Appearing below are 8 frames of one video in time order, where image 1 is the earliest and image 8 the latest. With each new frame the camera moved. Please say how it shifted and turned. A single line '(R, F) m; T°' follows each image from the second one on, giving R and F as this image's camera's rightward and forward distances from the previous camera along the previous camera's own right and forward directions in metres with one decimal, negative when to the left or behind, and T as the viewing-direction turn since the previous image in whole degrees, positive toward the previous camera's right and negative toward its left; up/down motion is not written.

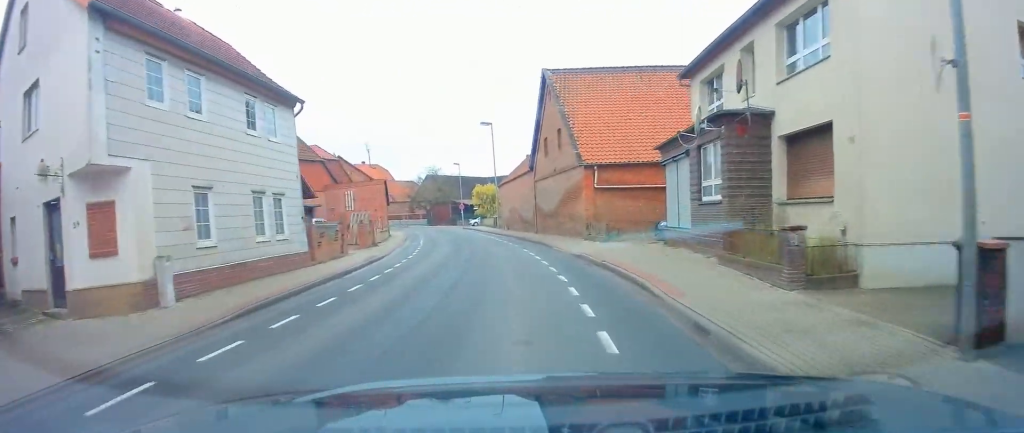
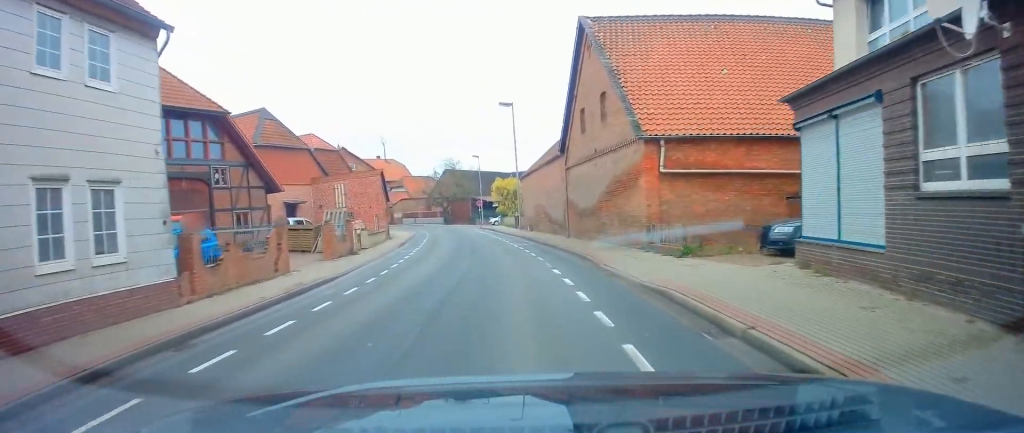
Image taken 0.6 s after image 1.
(0.0, +8.7) m; -1°
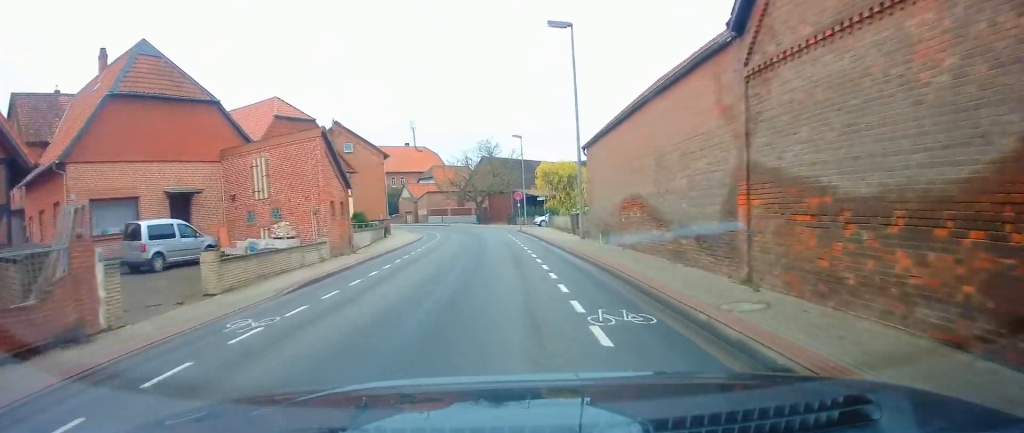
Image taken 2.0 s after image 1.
(-0.7, +18.9) m; -5°
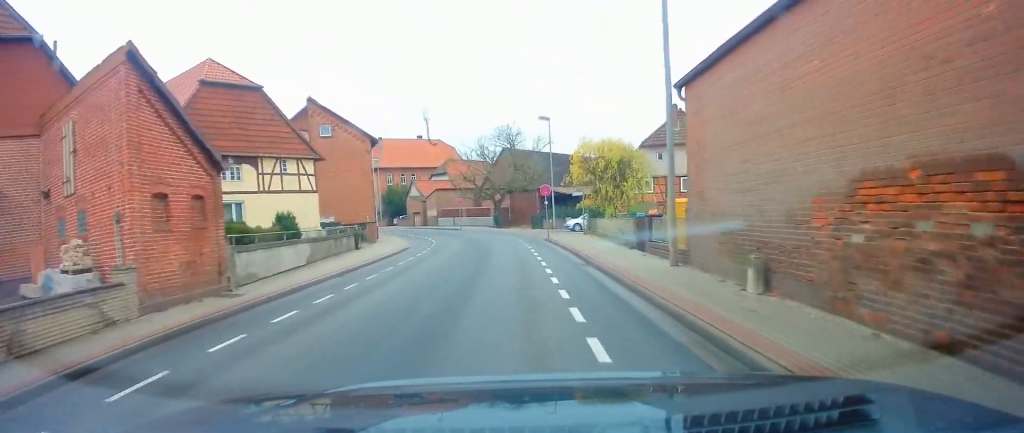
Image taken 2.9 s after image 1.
(-0.4, +12.6) m; -3°
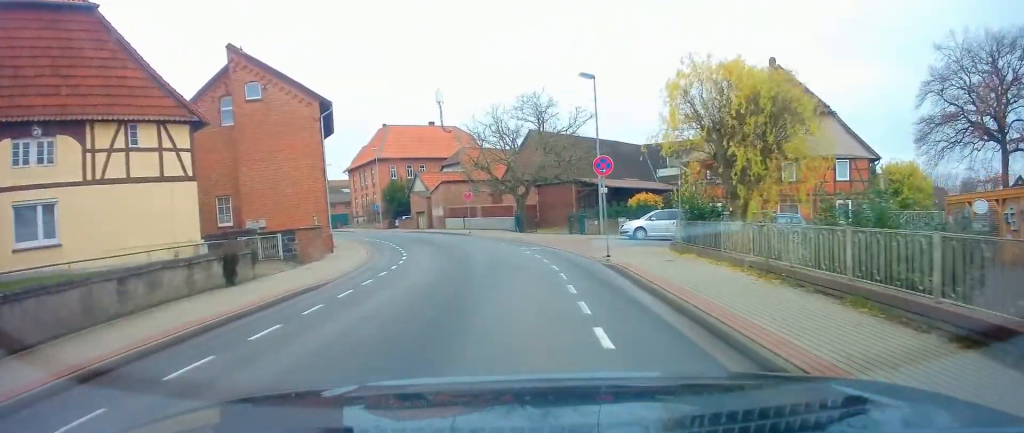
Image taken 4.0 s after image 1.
(-0.4, +15.5) m; -3°
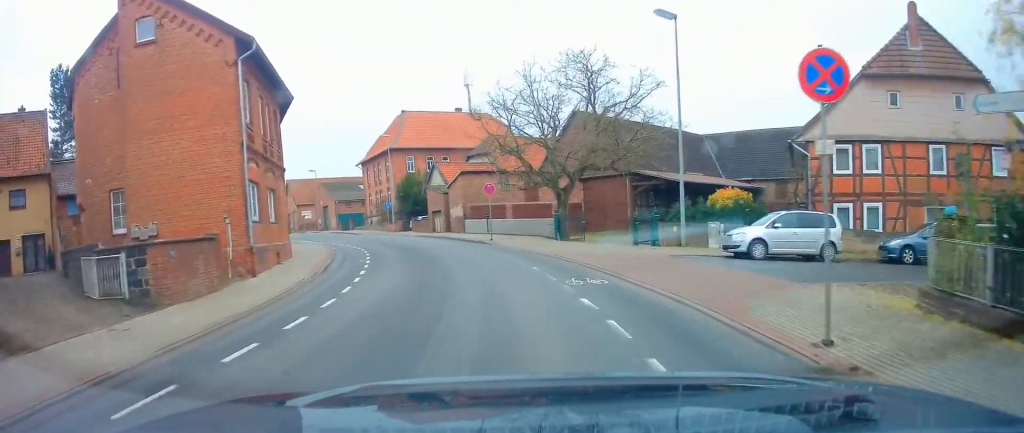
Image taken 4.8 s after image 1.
(0.0, +11.4) m; -5°
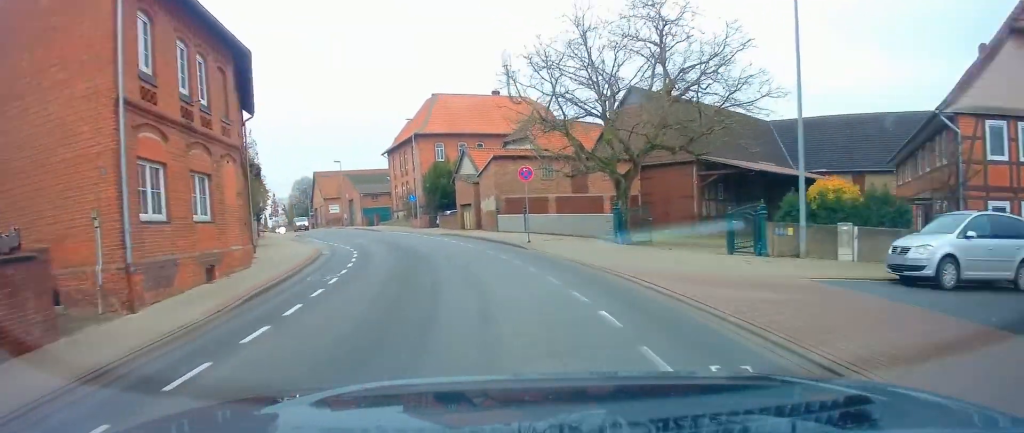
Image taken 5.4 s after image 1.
(-0.6, +7.5) m; -4°
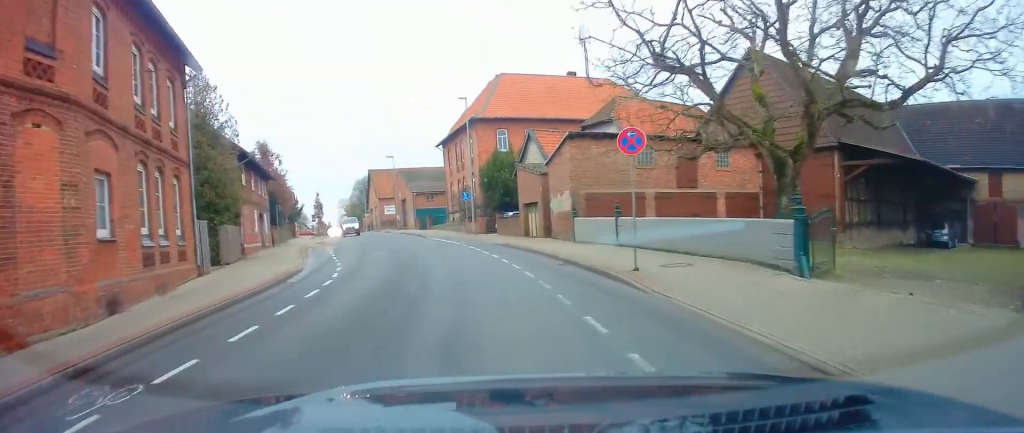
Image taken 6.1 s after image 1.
(-0.4, +10.1) m; -5°
